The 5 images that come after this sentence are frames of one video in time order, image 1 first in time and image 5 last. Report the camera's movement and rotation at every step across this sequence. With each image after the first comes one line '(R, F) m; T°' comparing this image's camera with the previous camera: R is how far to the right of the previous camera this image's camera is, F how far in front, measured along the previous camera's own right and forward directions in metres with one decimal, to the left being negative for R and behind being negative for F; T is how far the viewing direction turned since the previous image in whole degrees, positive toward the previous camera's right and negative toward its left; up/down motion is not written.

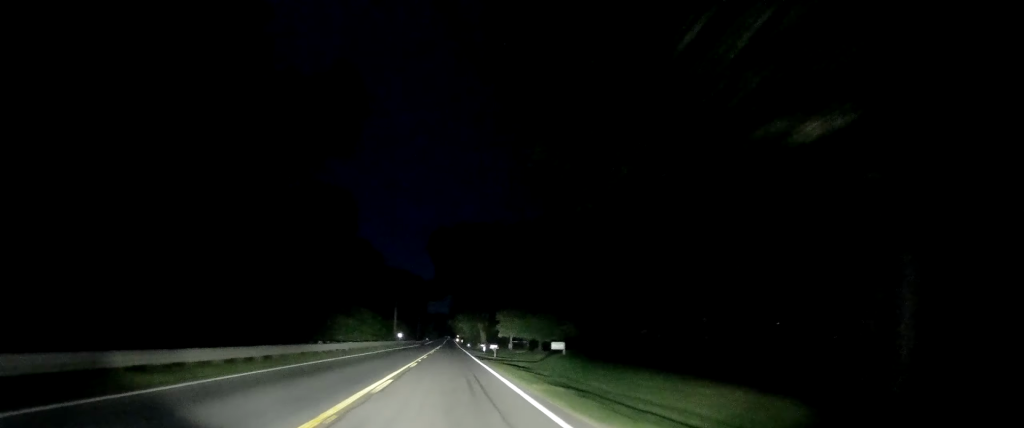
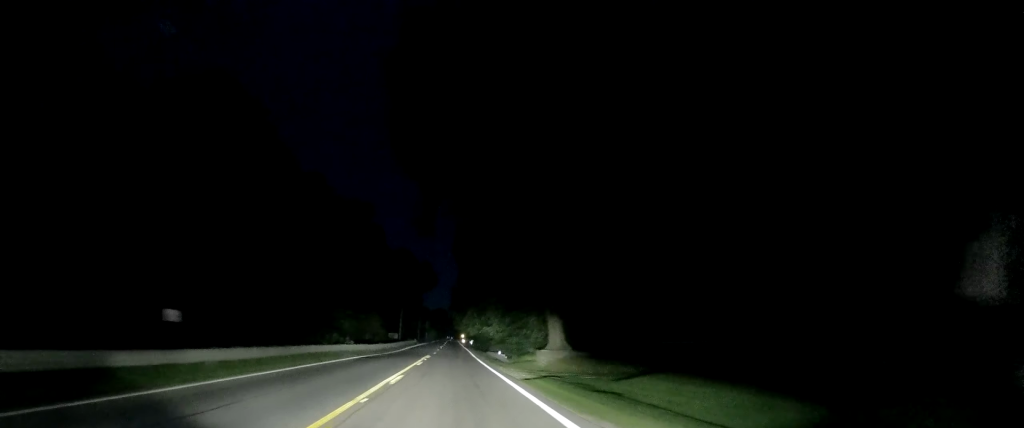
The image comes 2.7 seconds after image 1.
(-0.5, +71.2) m; +1°
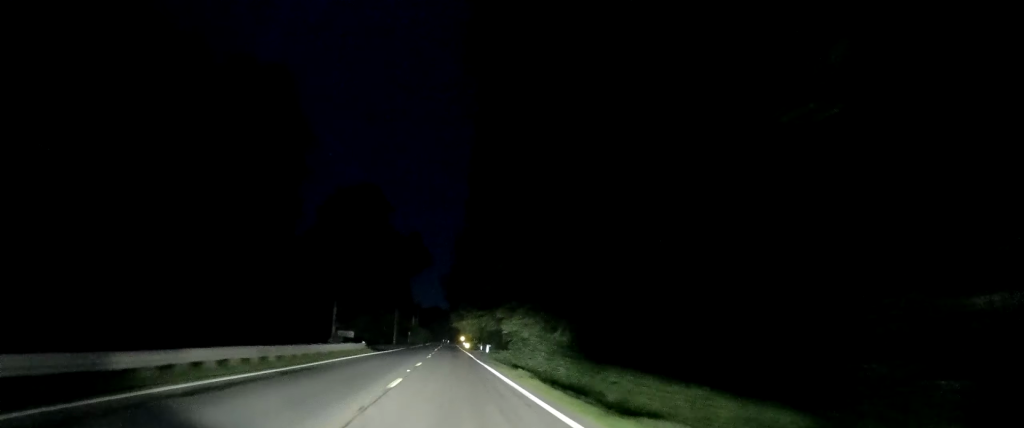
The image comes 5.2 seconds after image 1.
(-0.7, +62.6) m; -1°
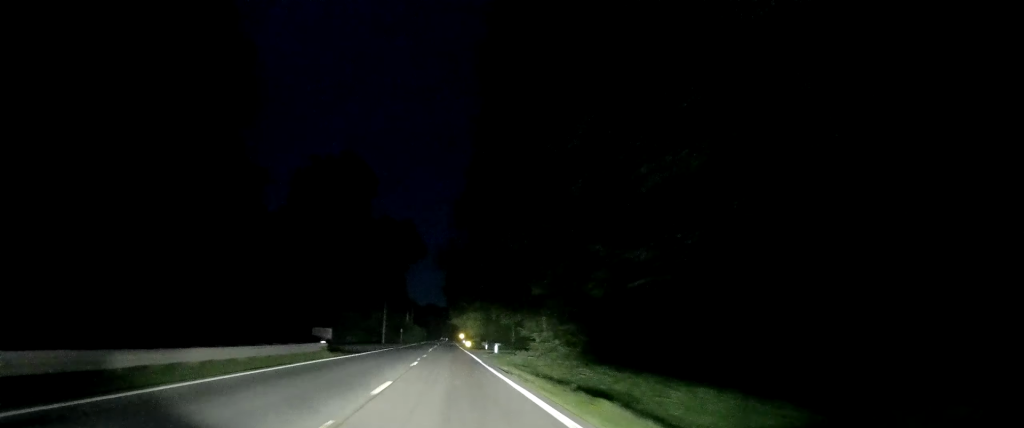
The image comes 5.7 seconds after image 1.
(+0.1, +14.5) m; +1°
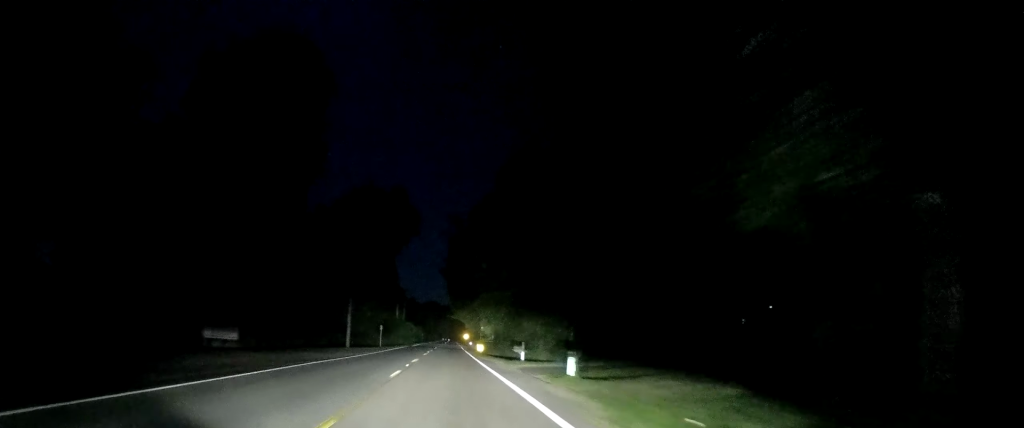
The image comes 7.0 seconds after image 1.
(+0.4, +31.6) m; 0°
